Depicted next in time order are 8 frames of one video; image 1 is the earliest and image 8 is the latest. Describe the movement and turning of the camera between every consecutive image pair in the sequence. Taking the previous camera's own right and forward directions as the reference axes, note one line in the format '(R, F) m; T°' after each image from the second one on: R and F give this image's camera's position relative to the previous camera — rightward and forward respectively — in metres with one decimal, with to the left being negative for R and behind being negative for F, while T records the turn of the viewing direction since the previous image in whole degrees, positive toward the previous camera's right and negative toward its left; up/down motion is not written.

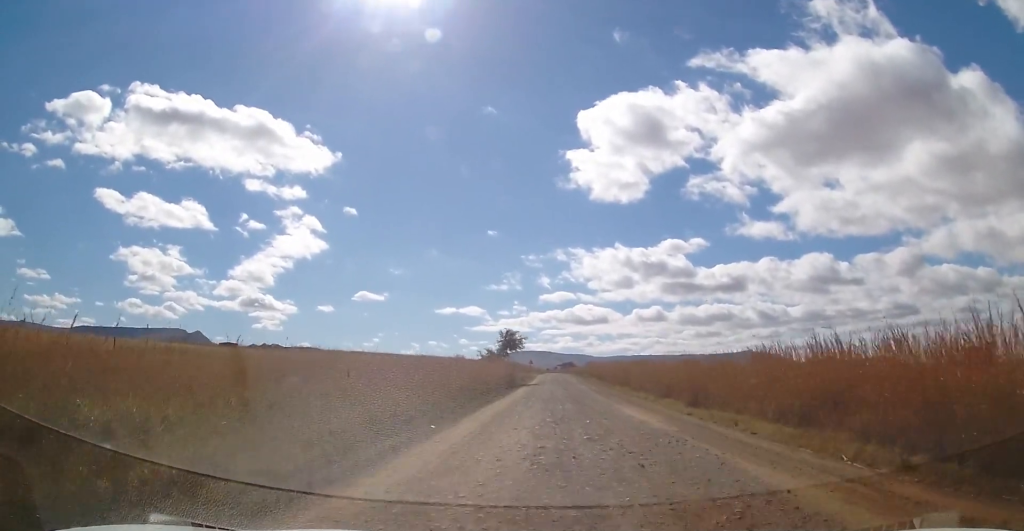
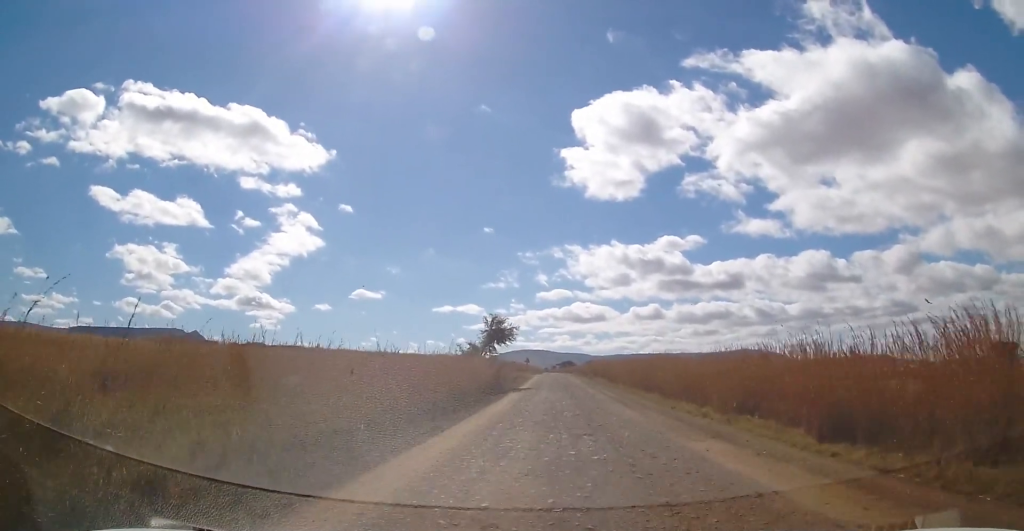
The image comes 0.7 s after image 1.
(0.0, +12.3) m; +1°
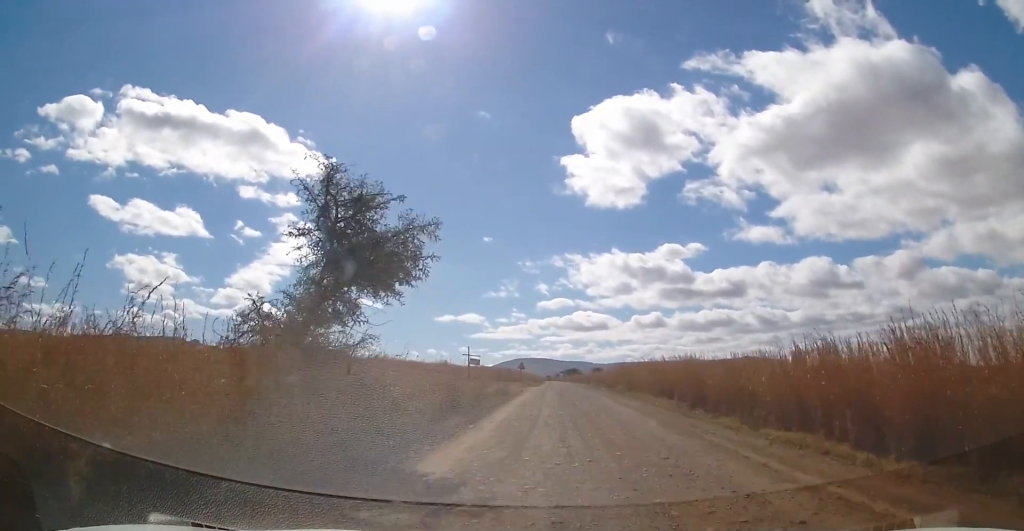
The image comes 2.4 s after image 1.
(+0.8, +32.5) m; +1°
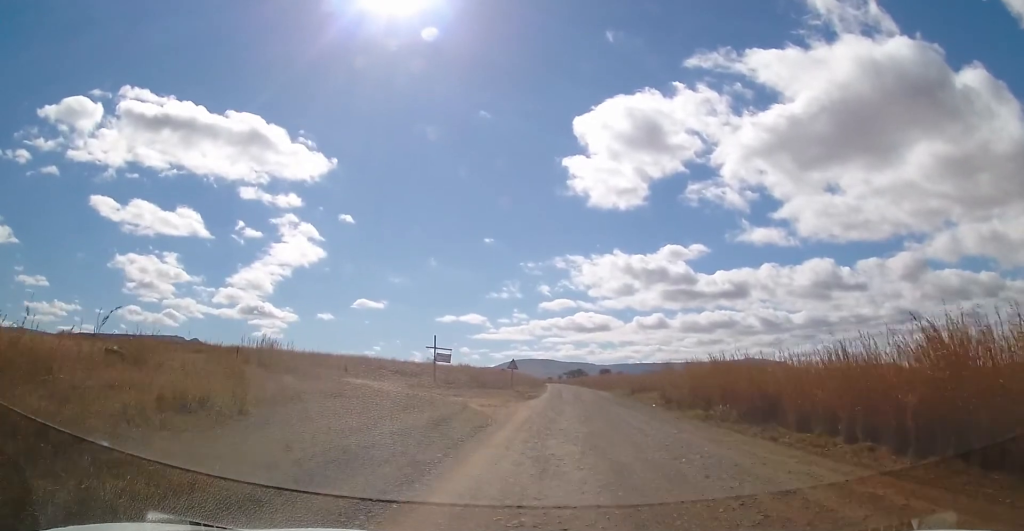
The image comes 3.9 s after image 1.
(-0.5, +26.2) m; -1°
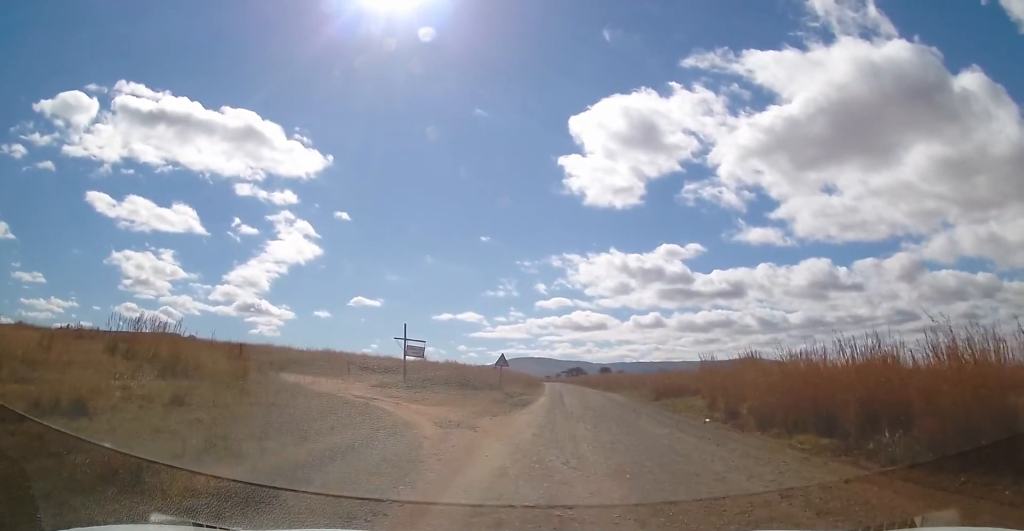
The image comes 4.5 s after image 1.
(-0.2, +10.9) m; 0°
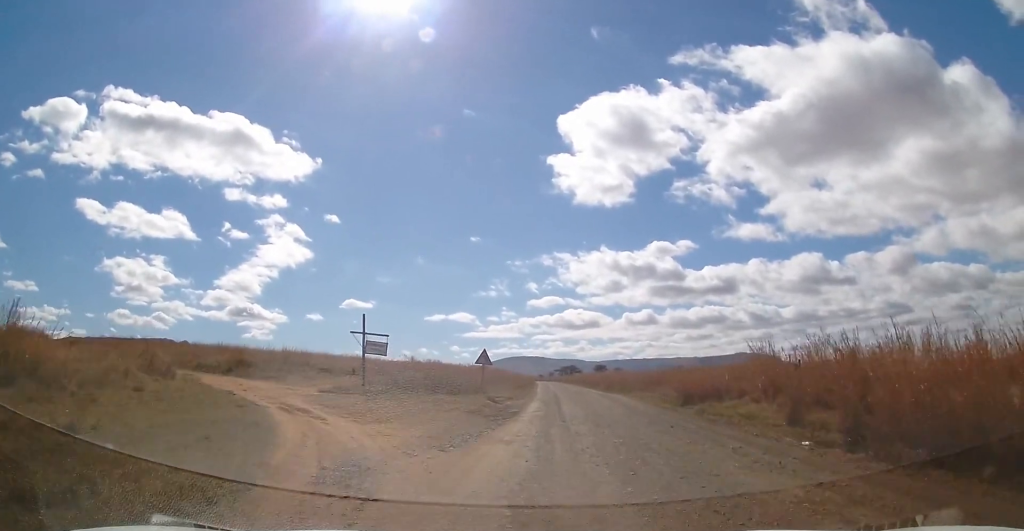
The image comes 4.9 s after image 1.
(+0.2, +8.5) m; +1°
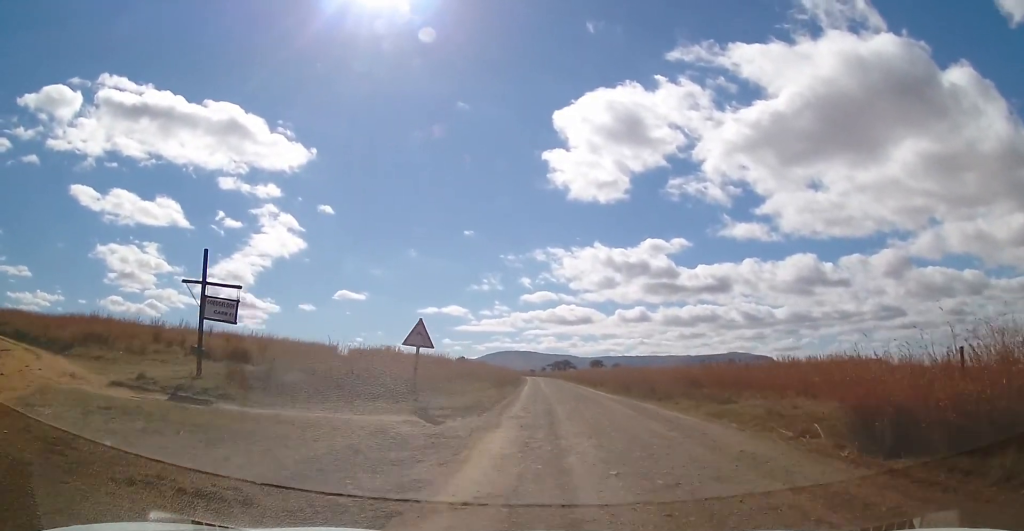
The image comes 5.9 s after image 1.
(+0.2, +17.1) m; 0°
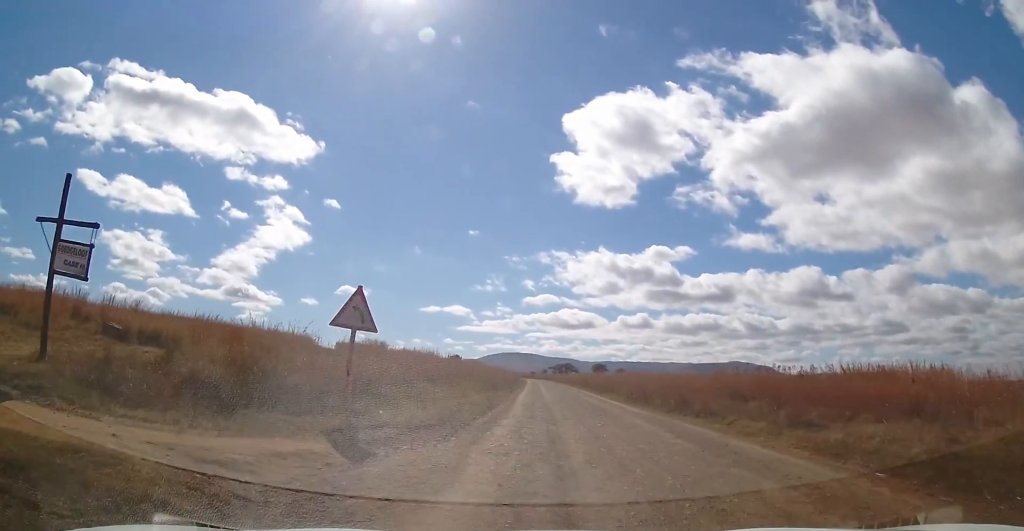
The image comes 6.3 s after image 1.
(0.0, +7.4) m; 0°
